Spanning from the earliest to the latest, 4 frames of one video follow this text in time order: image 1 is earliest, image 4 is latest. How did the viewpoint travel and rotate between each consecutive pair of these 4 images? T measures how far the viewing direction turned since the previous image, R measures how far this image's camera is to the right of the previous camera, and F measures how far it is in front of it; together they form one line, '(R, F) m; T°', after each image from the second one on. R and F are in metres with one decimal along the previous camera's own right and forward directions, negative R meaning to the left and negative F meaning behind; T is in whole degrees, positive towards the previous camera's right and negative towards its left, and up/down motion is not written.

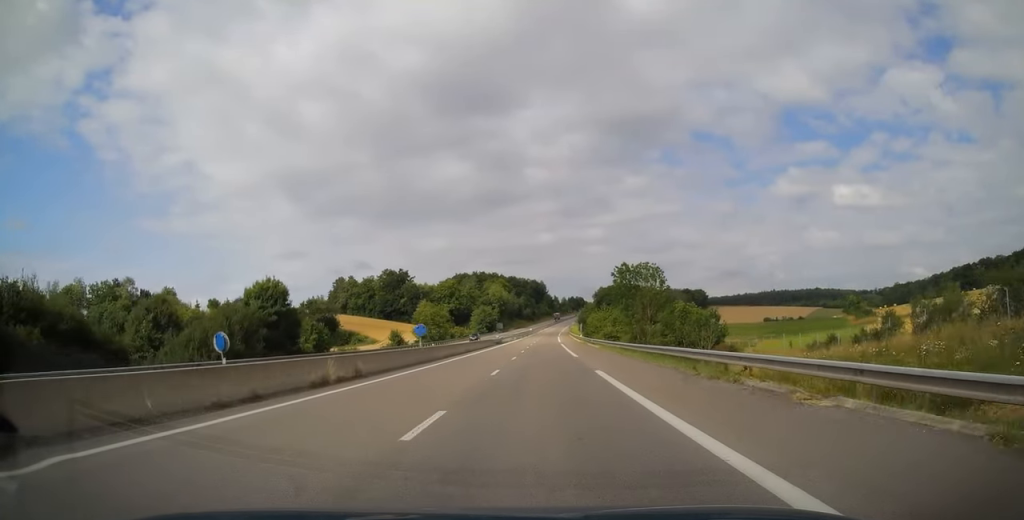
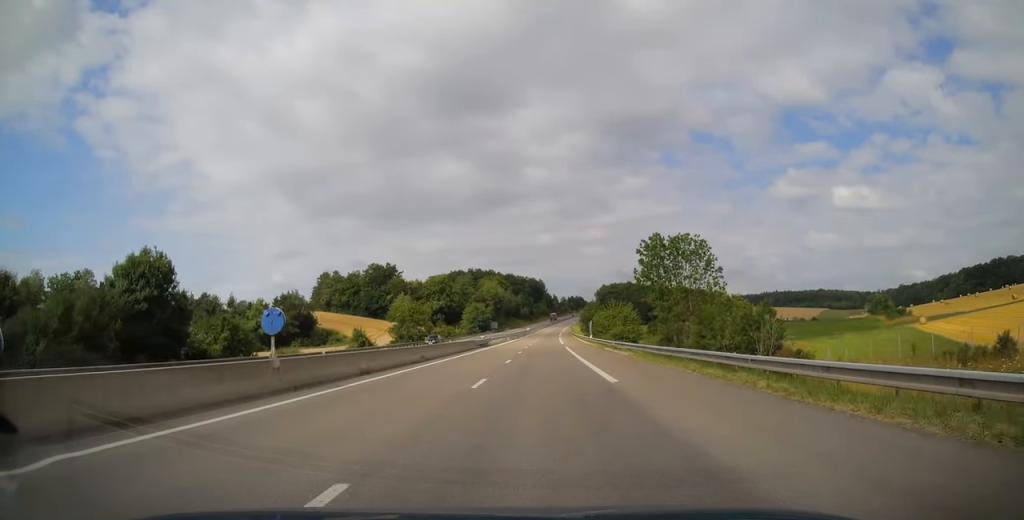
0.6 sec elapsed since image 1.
(+0.3, +18.6) m; 0°
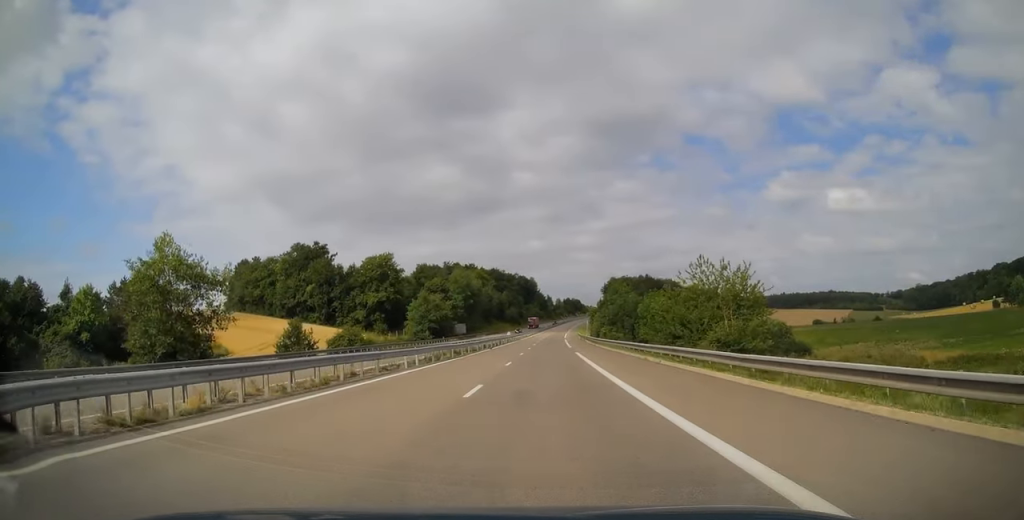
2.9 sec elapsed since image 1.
(+0.2, +67.1) m; +1°
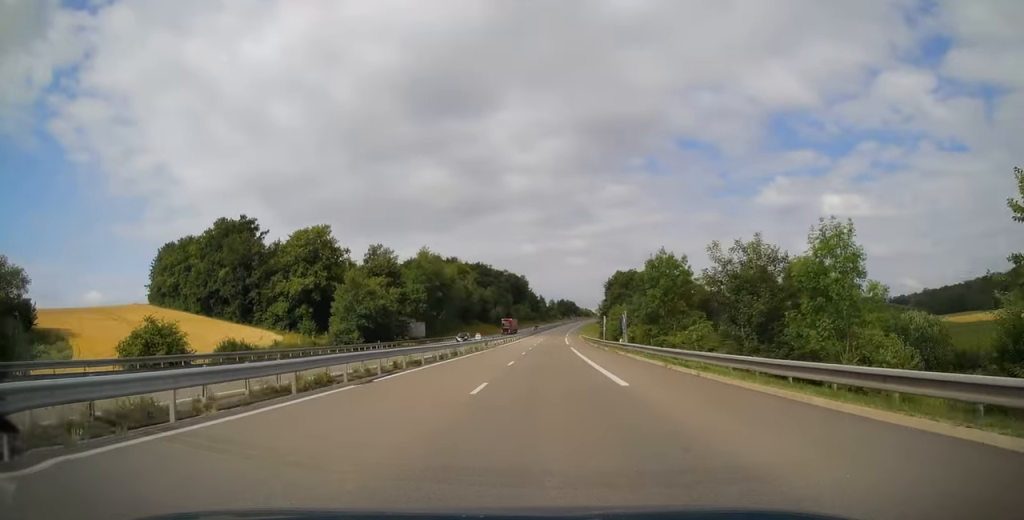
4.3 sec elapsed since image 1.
(+0.3, +38.4) m; +1°
